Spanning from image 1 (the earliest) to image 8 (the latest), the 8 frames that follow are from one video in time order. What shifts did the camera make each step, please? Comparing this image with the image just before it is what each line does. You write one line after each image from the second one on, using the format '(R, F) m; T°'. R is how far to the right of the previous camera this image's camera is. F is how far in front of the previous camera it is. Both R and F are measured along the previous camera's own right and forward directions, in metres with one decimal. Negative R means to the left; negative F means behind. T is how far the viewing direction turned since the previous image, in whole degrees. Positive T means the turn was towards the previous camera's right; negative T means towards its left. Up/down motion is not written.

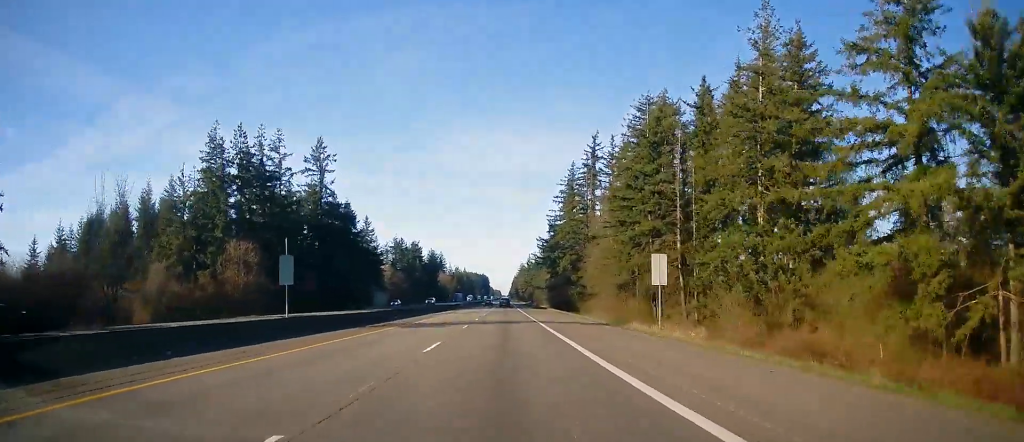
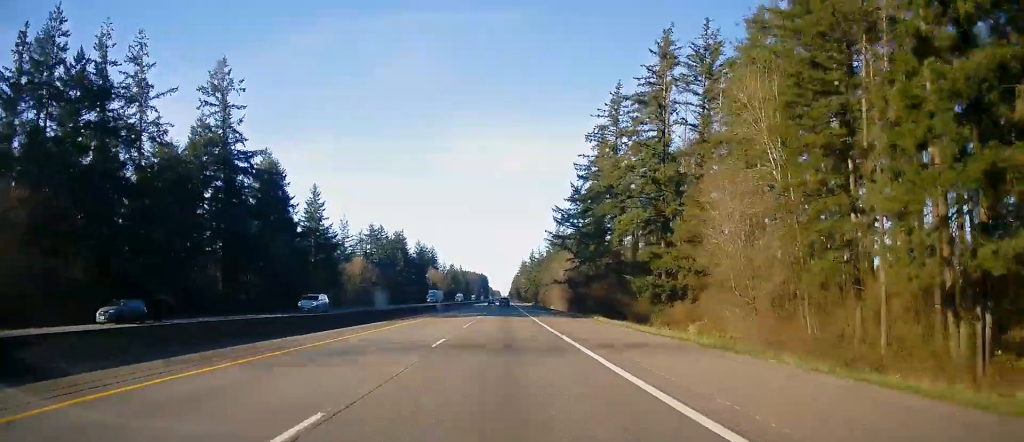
(0.0, +47.7) m; 0°
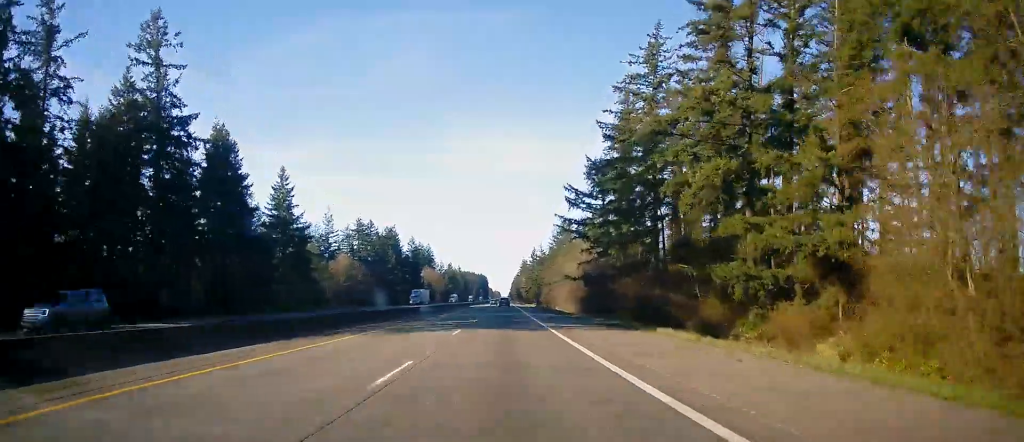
(0.0, +18.8) m; 0°
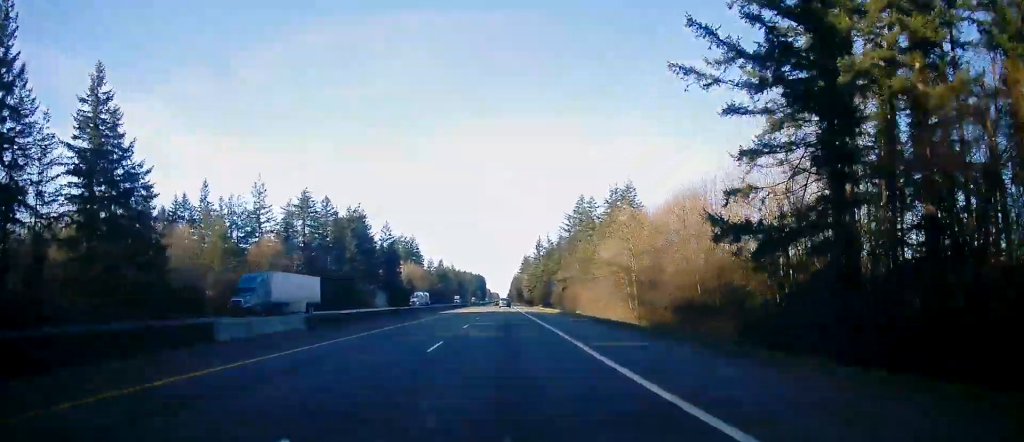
(0.0, +55.4) m; 0°
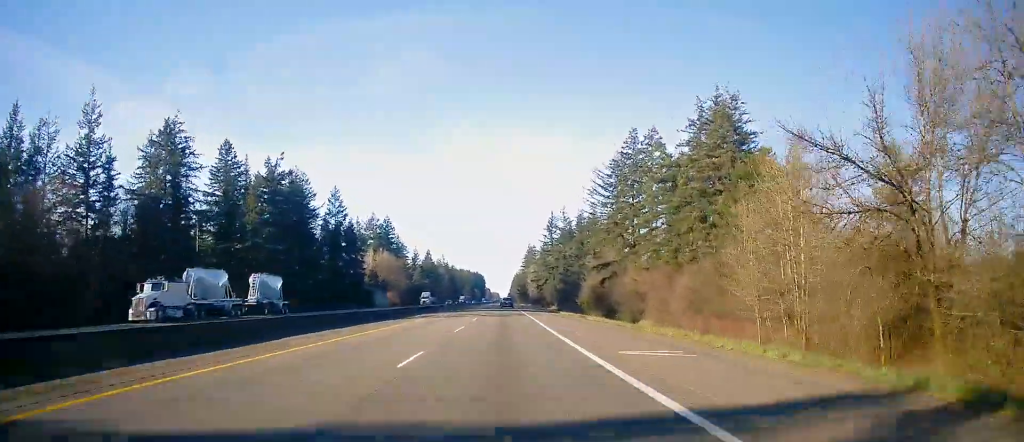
(0.0, +64.0) m; 0°
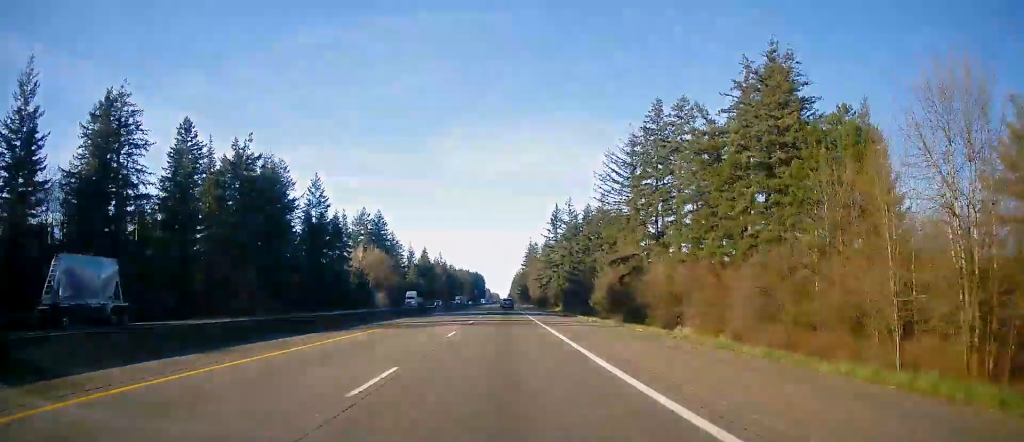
(0.0, +15.4) m; 0°
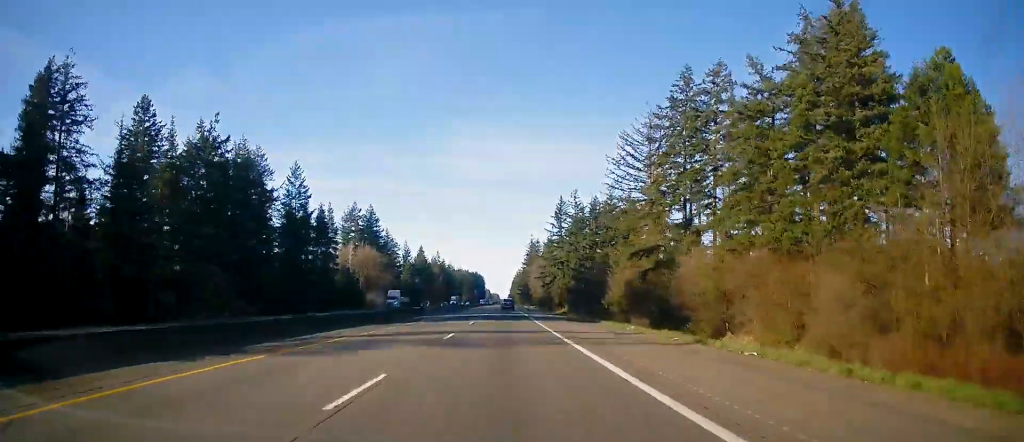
(0.0, +13.2) m; 0°
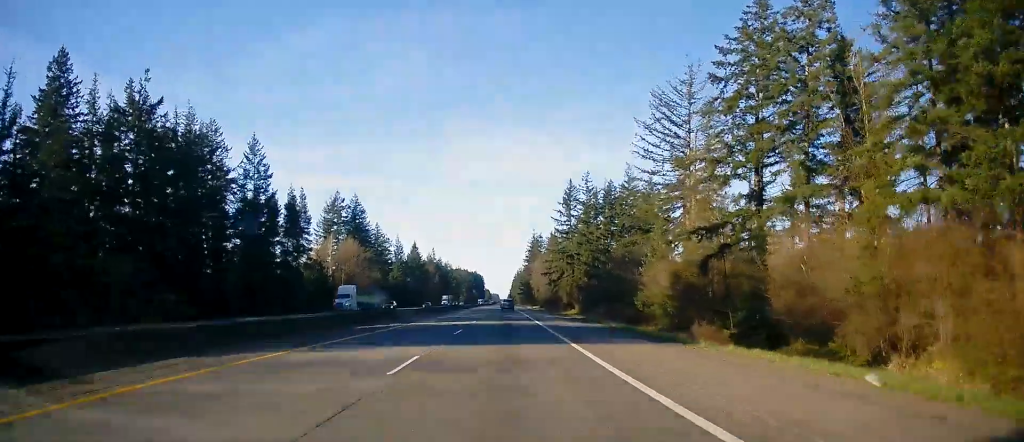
(-0.1, +20.9) m; 0°
